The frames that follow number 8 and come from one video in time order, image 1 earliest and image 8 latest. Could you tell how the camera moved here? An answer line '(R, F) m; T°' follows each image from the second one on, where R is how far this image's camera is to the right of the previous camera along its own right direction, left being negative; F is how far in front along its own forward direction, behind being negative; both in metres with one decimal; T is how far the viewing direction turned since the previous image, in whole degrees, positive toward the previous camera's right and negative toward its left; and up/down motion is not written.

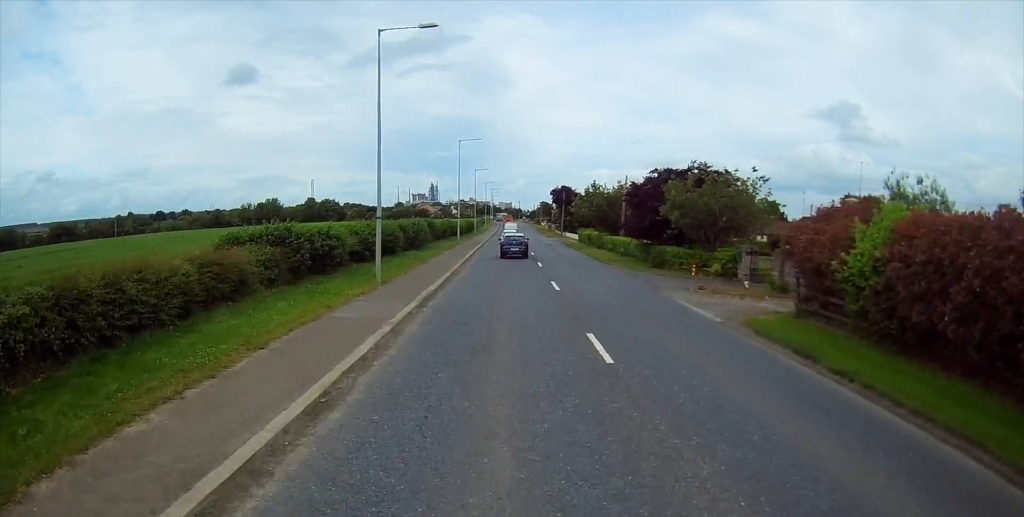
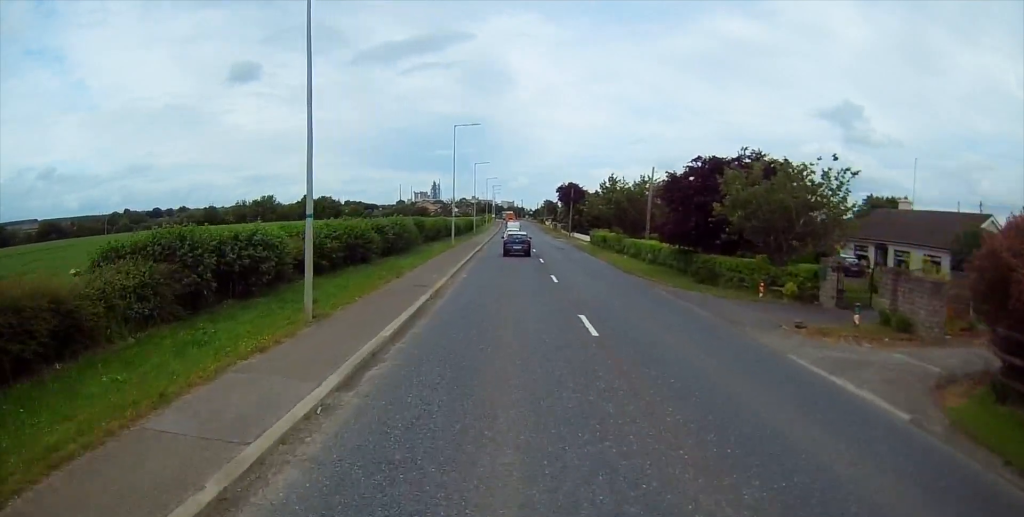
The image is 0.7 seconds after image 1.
(-0.1, +9.1) m; -1°
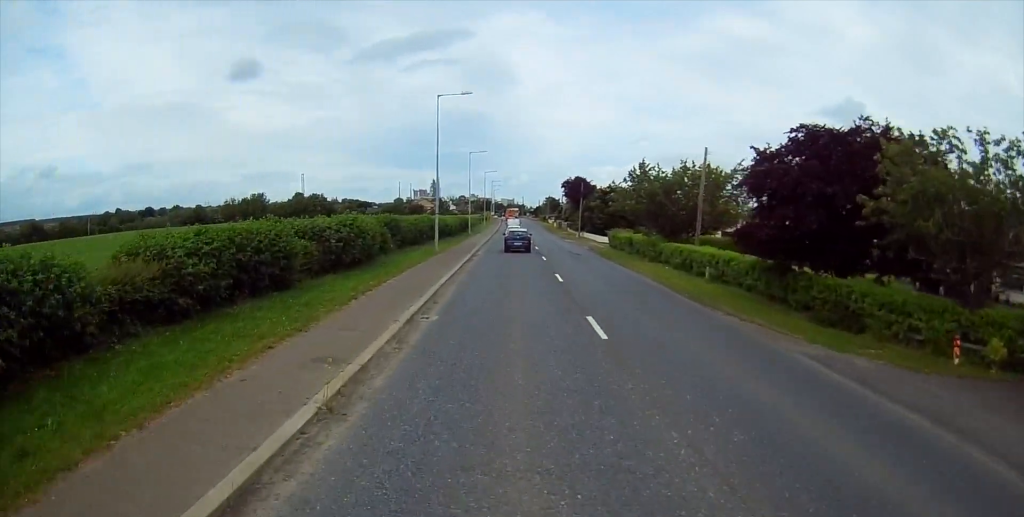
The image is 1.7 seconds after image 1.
(-0.1, +12.7) m; -1°
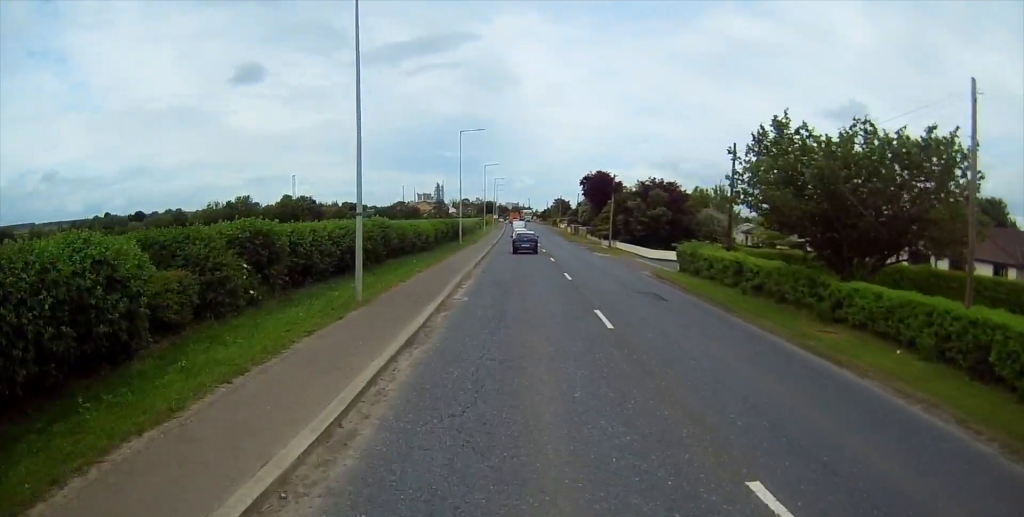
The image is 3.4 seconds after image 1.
(0.0, +22.5) m; 0°
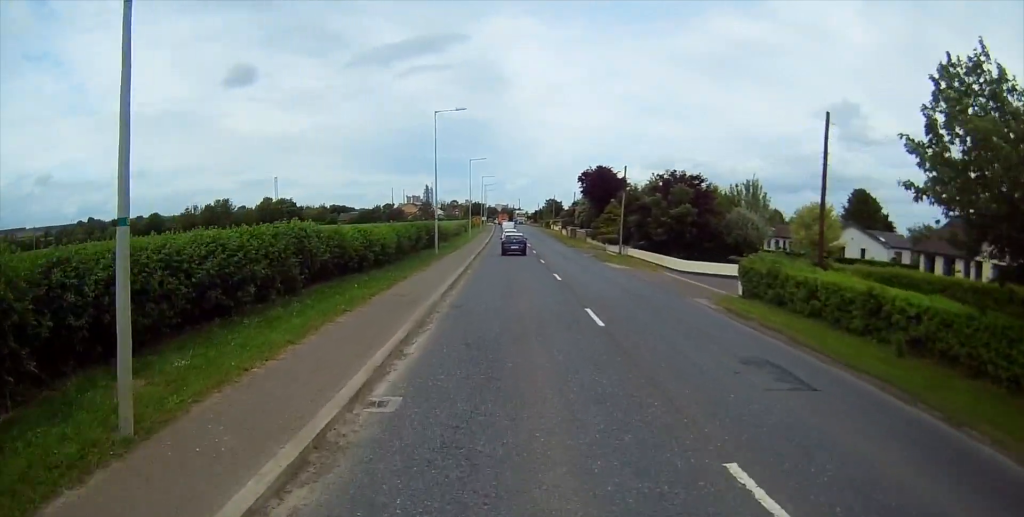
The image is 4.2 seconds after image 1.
(0.0, +11.5) m; 0°
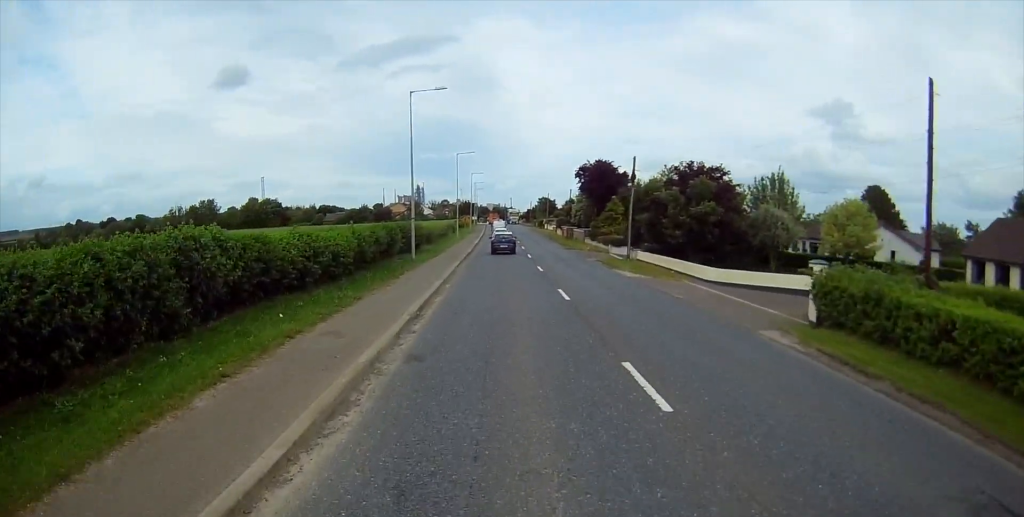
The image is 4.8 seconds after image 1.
(0.0, +7.1) m; +1°
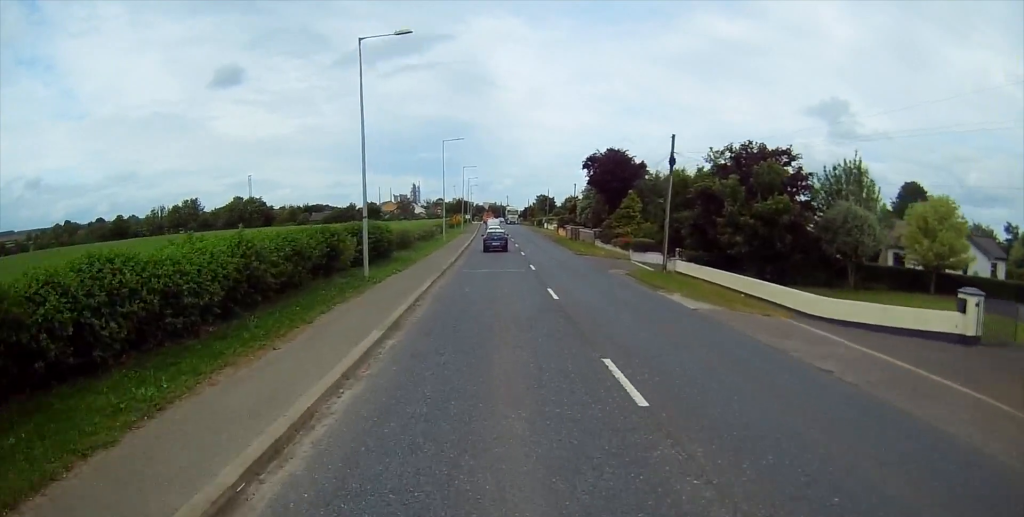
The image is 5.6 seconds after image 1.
(+0.1, +11.7) m; +1°
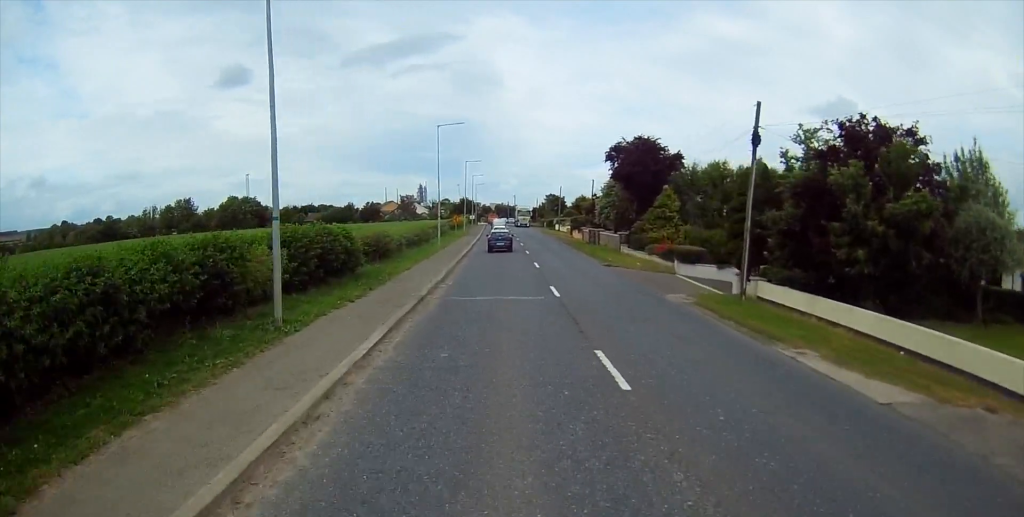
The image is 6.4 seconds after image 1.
(+0.1, +10.9) m; 0°
